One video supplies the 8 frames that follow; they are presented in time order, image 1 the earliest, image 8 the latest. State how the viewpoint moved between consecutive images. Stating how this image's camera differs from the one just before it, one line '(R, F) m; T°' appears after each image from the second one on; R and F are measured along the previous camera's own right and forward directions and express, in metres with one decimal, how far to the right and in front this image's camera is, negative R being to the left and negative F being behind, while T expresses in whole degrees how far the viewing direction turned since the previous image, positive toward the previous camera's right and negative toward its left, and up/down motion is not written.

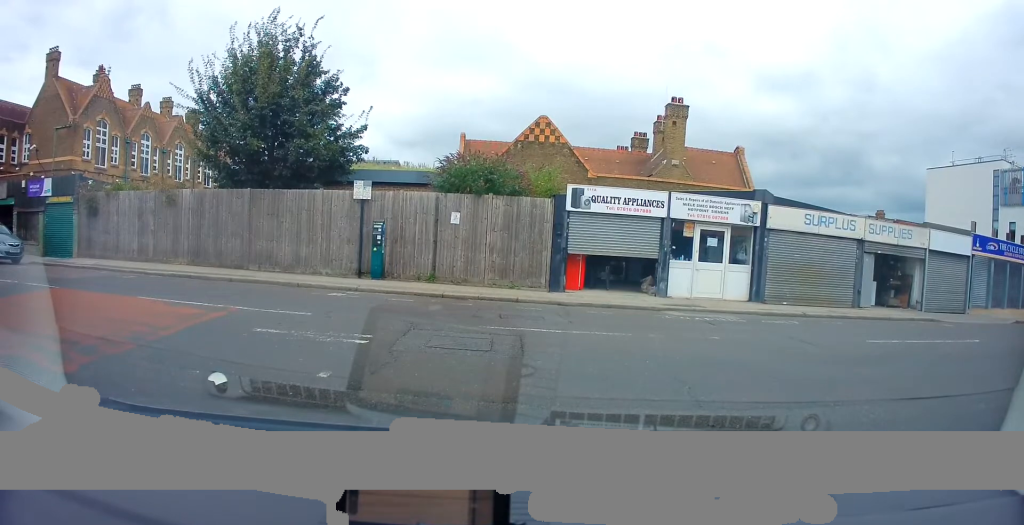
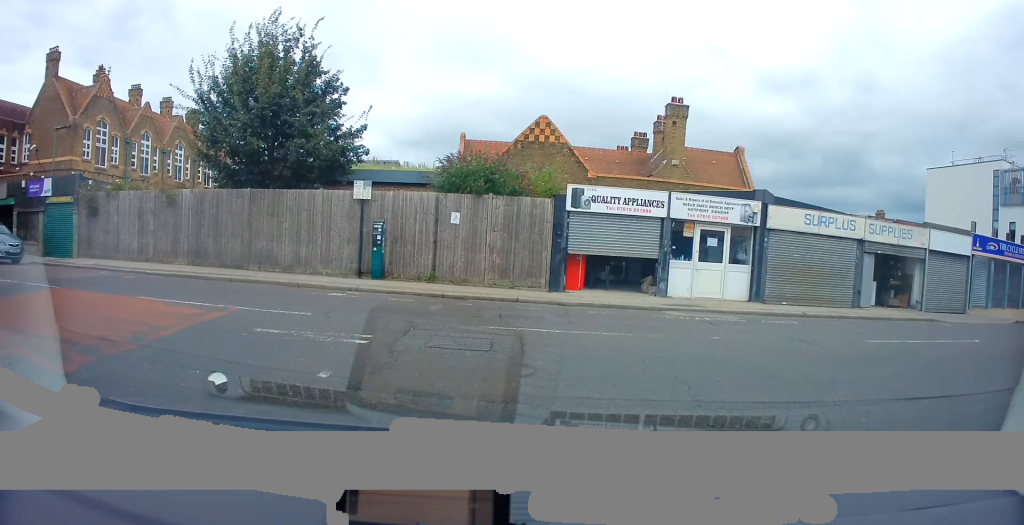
(0.0, 0.0) m; 0°
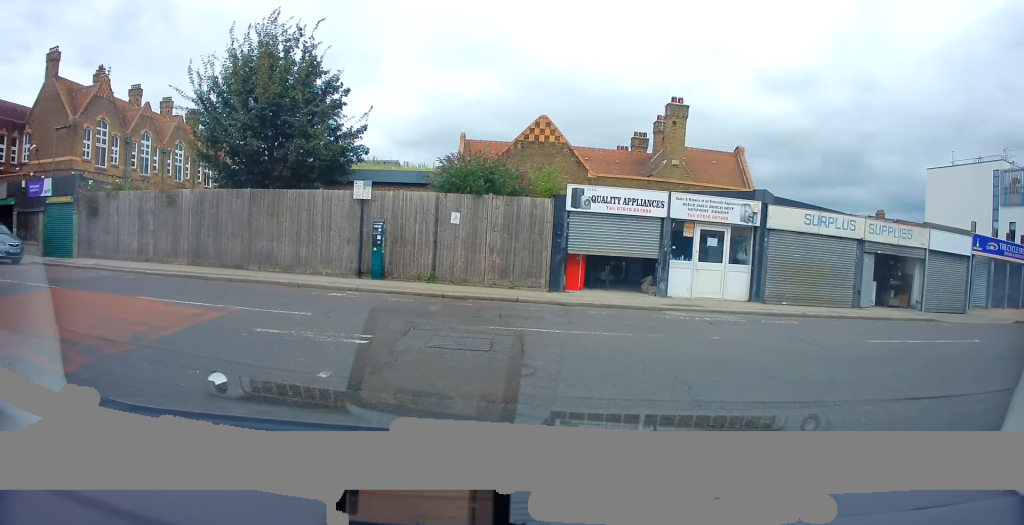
(0.0, 0.0) m; 0°
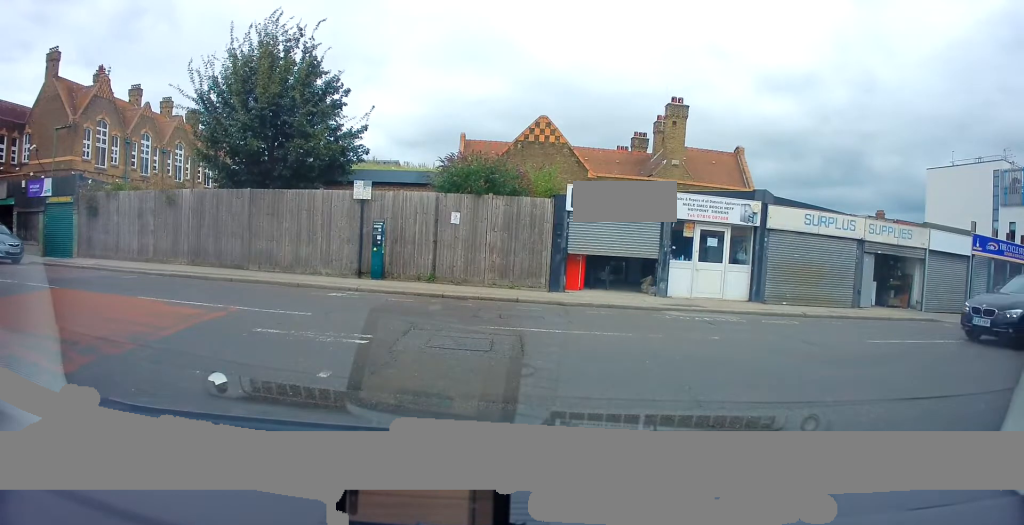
(0.0, 0.0) m; 0°
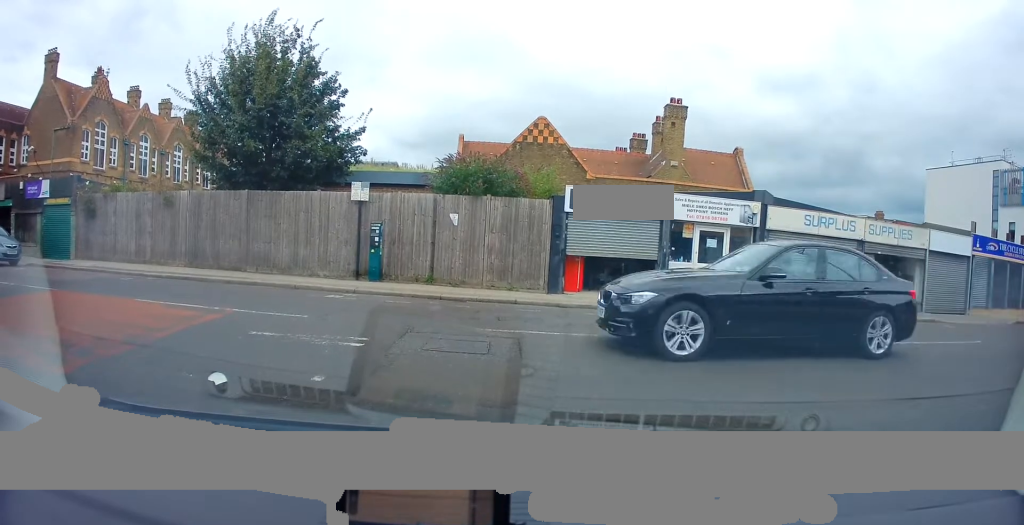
(0.0, +0.1) m; 0°
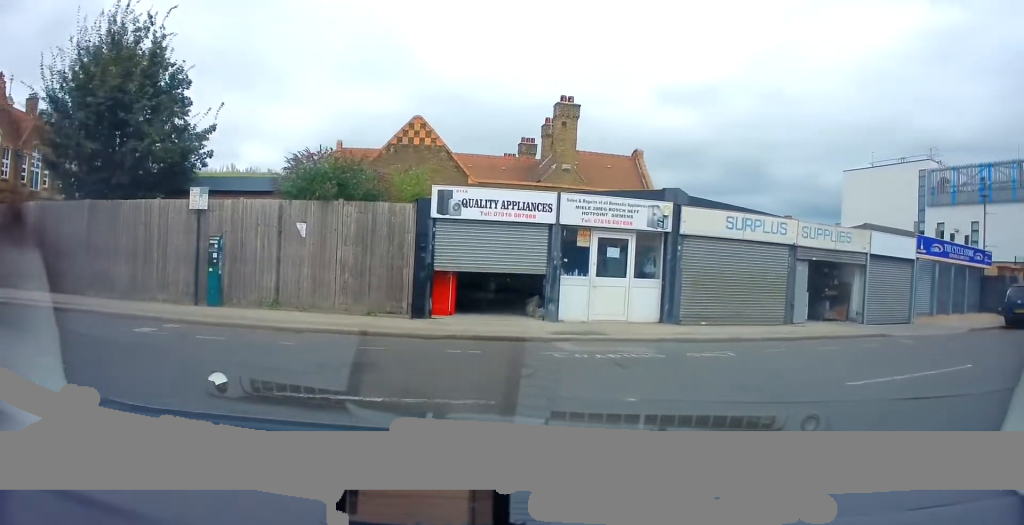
(+0.8, +2.3) m; +26°
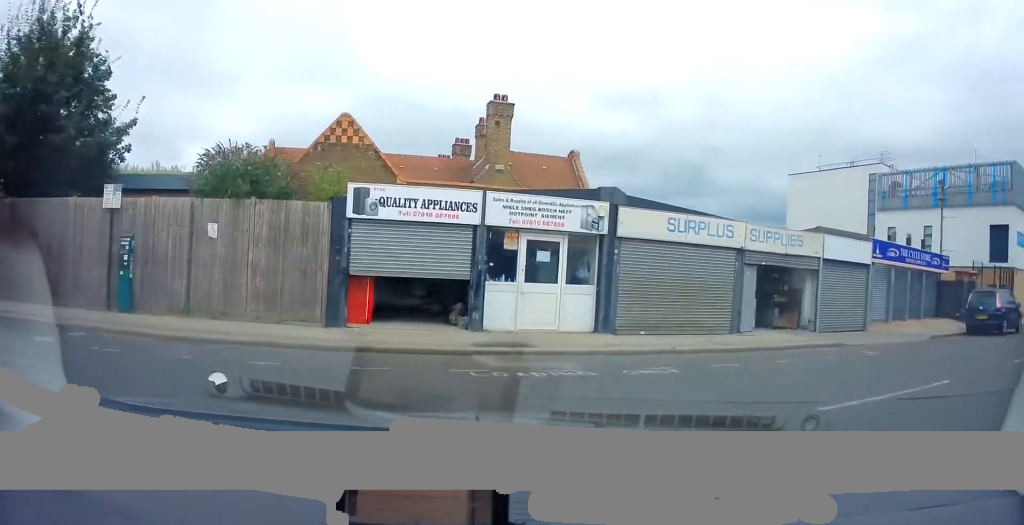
(-0.1, +0.9) m; +6°
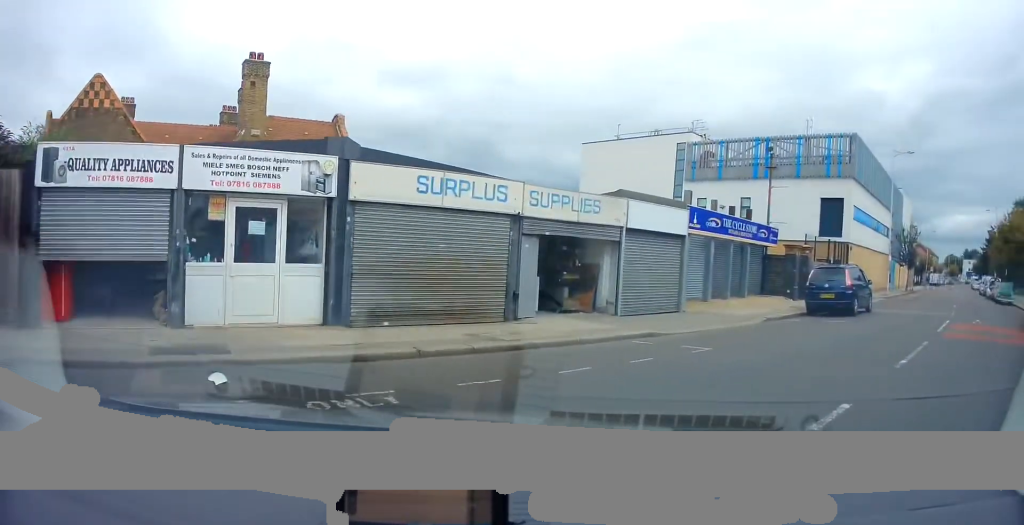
(+0.6, +2.9) m; +22°
